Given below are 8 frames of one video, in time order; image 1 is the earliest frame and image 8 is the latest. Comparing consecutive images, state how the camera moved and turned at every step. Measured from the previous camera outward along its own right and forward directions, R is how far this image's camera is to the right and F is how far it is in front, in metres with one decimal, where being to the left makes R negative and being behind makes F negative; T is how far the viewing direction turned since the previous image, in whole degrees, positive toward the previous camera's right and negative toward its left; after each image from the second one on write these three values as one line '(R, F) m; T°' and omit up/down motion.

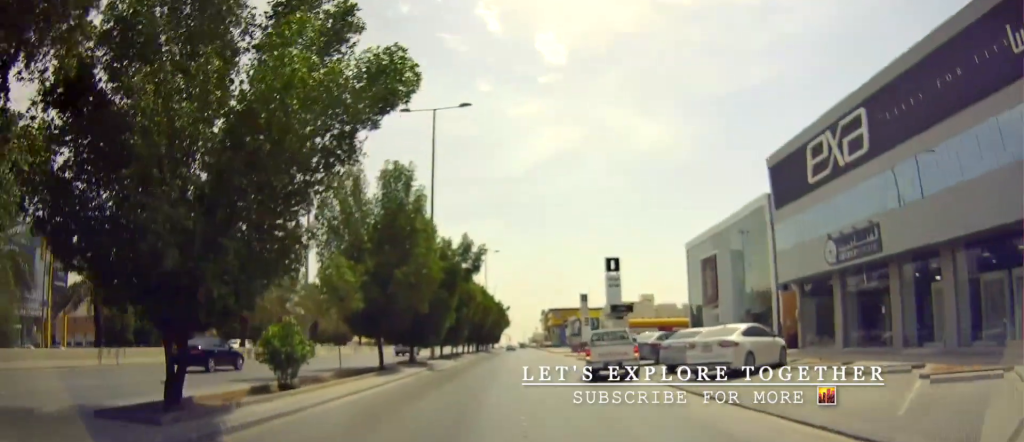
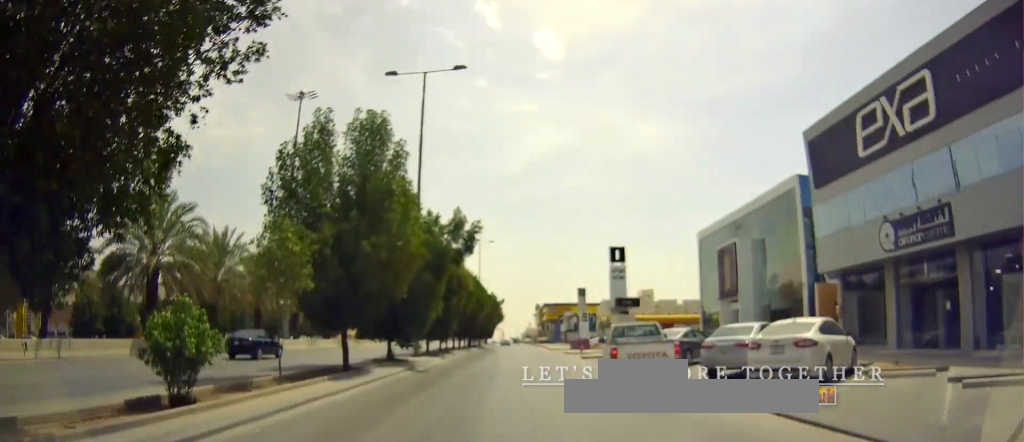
(+0.1, +4.5) m; +1°
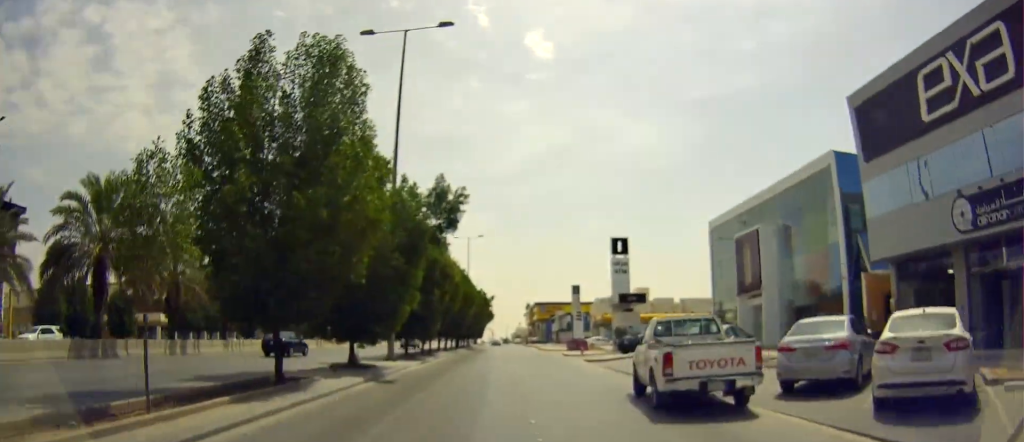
(+0.4, +4.8) m; 0°
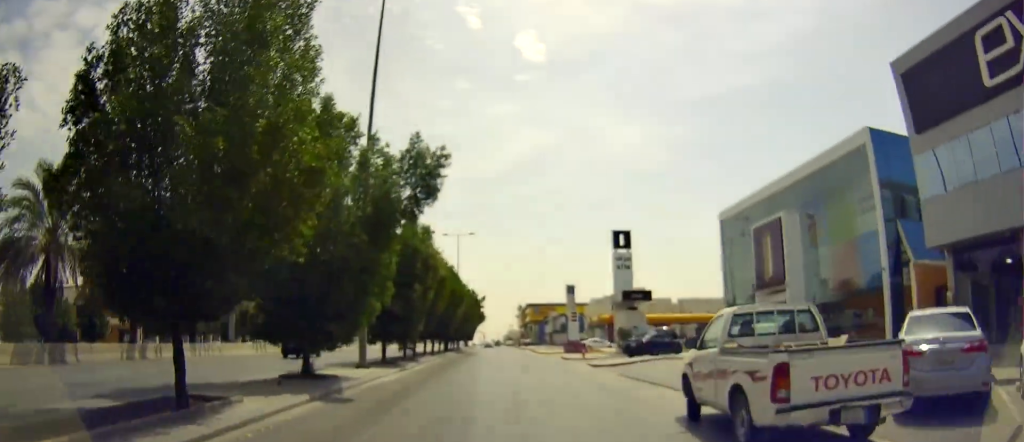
(0.0, +3.9) m; -1°
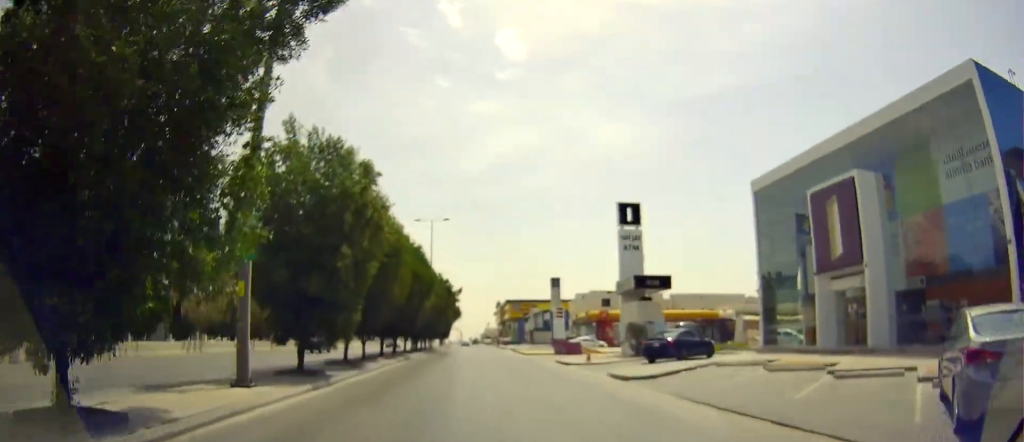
(-0.5, +8.7) m; -2°
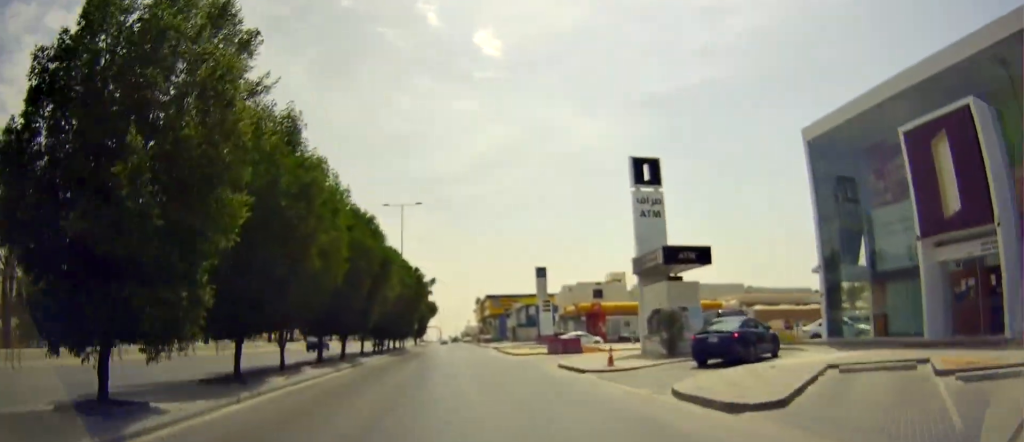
(+0.1, +8.5) m; +3°
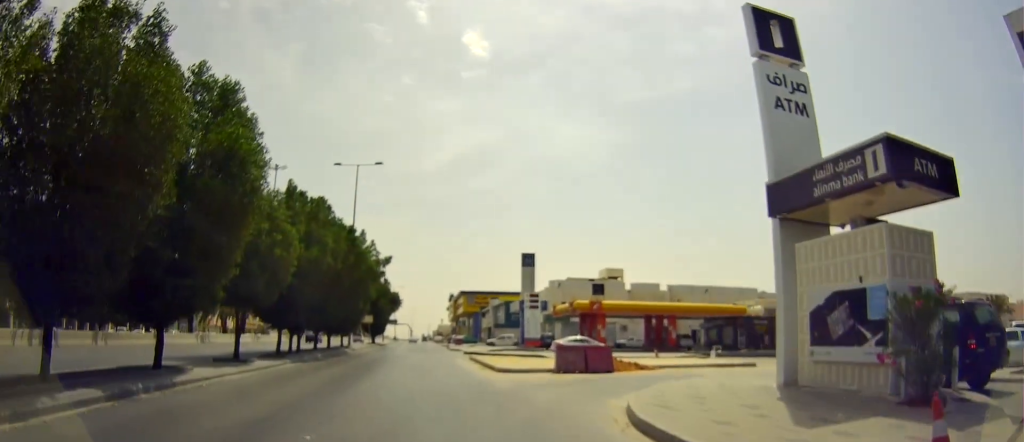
(+0.7, +15.6) m; +3°
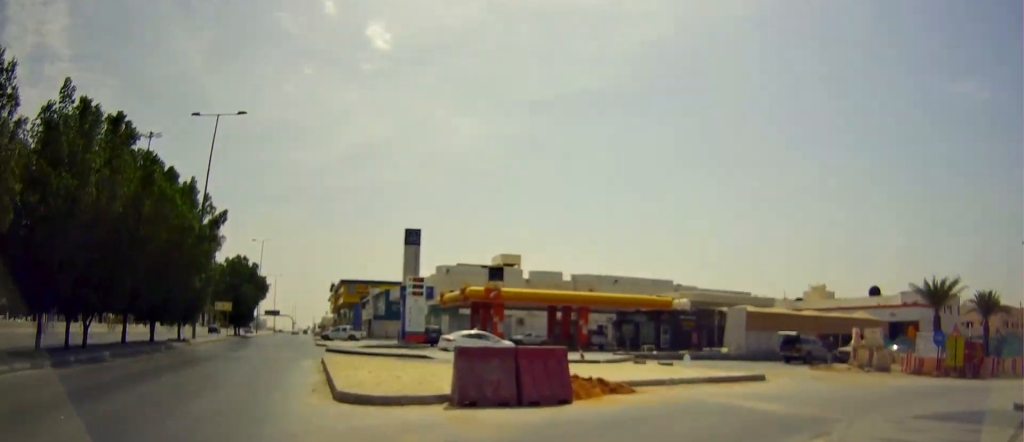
(0.0, +13.5) m; +3°
